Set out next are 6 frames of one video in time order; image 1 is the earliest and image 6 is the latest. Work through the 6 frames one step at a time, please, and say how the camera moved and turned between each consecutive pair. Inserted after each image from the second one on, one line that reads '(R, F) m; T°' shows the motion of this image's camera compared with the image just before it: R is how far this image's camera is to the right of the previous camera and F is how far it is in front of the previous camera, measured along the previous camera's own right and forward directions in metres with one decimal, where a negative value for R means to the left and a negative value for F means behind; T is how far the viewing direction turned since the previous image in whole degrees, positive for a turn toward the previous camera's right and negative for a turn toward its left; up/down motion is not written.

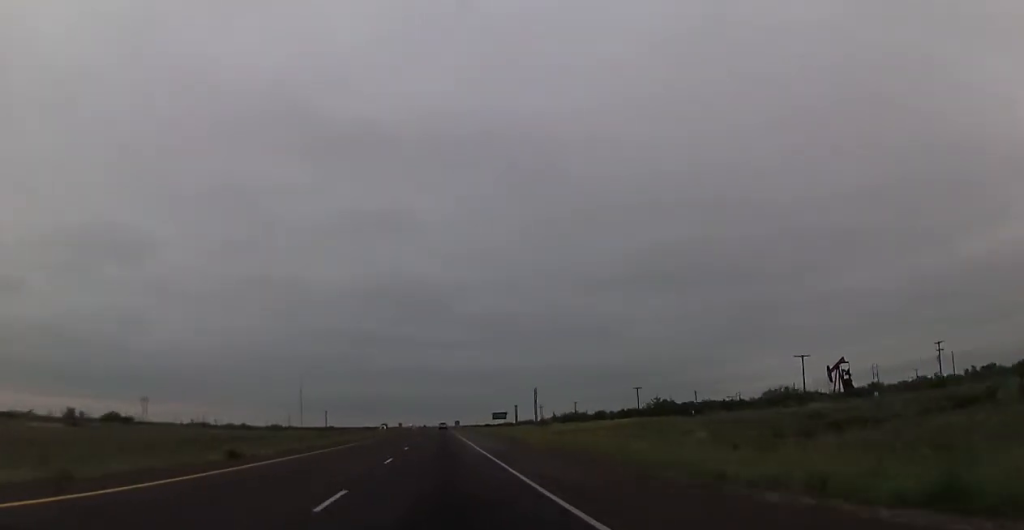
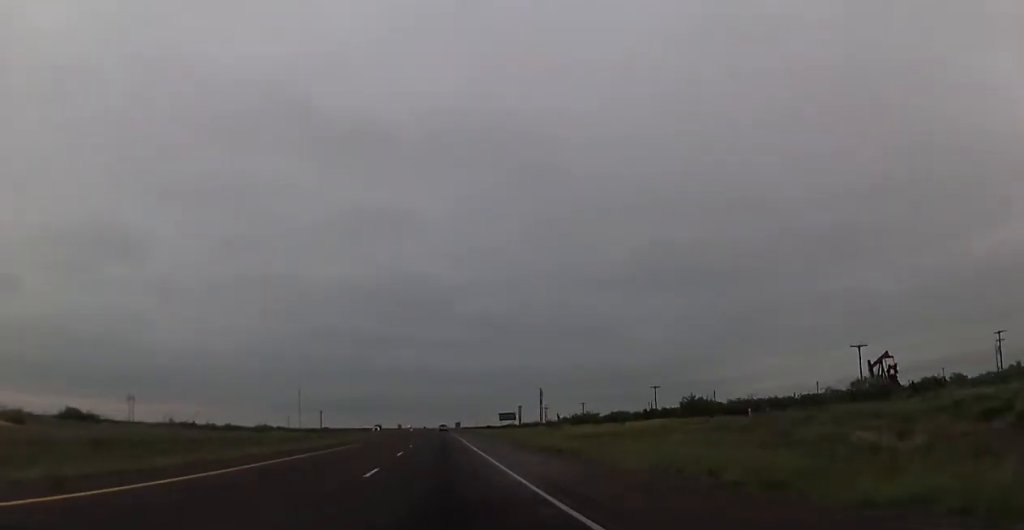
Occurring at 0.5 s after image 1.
(0.0, +17.3) m; 0°
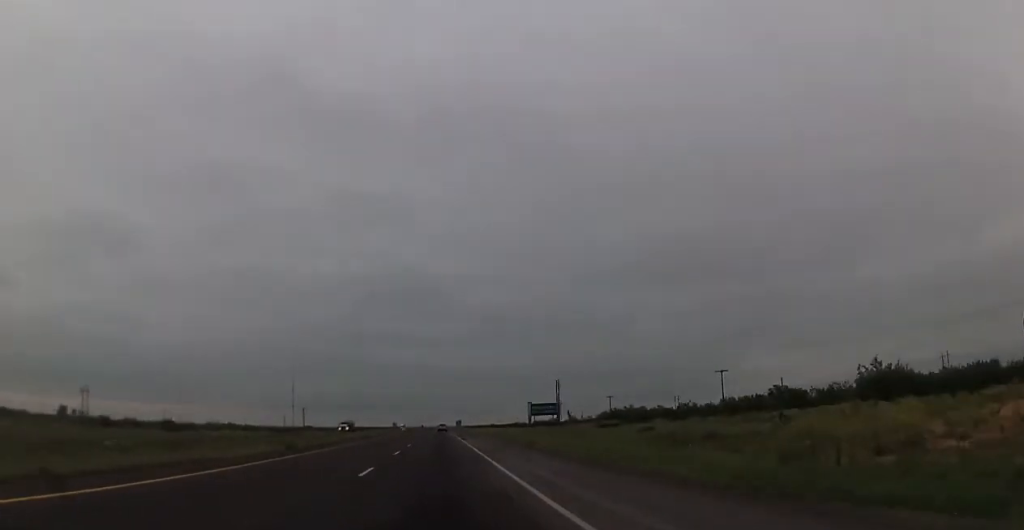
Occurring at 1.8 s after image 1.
(+0.1, +48.4) m; 0°
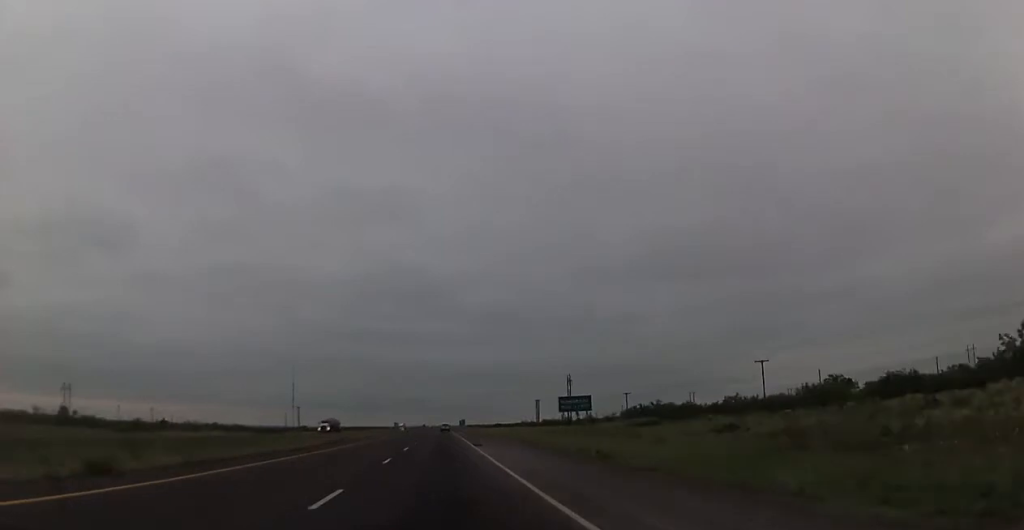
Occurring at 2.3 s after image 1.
(0.0, +18.6) m; 0°
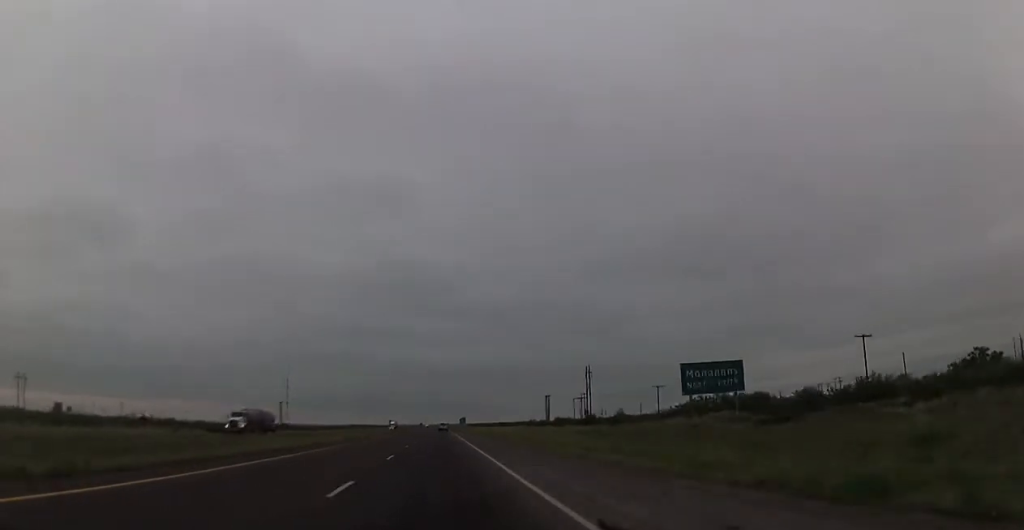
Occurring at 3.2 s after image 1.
(-0.1, +34.8) m; -1°
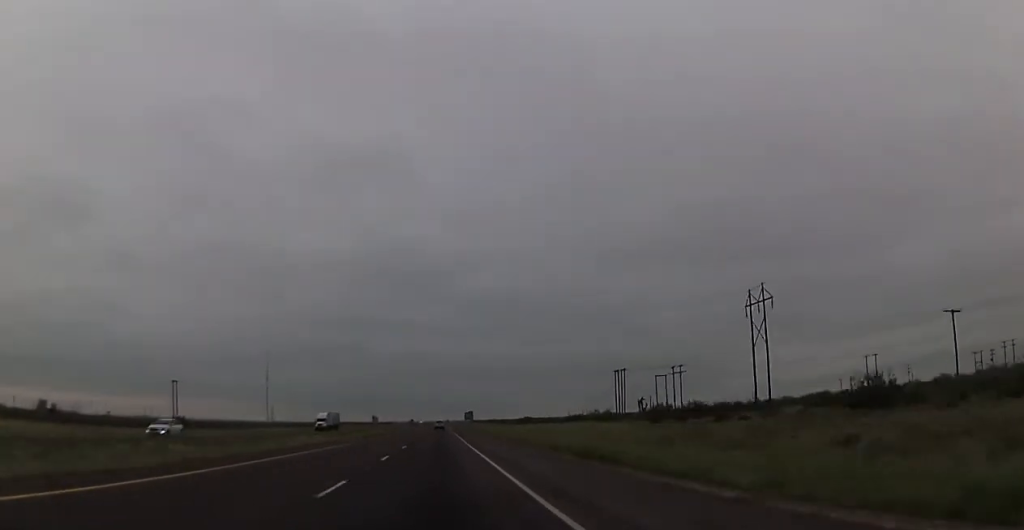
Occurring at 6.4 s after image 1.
(+0.7, +120.2) m; +1°
